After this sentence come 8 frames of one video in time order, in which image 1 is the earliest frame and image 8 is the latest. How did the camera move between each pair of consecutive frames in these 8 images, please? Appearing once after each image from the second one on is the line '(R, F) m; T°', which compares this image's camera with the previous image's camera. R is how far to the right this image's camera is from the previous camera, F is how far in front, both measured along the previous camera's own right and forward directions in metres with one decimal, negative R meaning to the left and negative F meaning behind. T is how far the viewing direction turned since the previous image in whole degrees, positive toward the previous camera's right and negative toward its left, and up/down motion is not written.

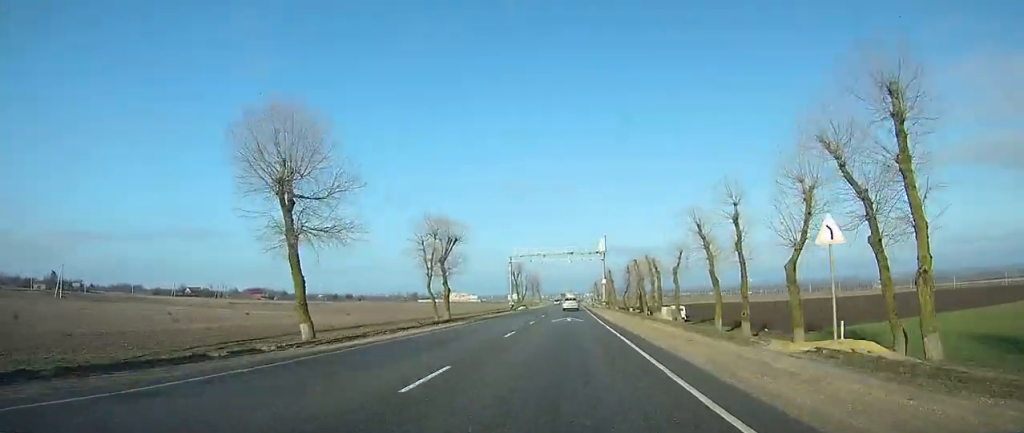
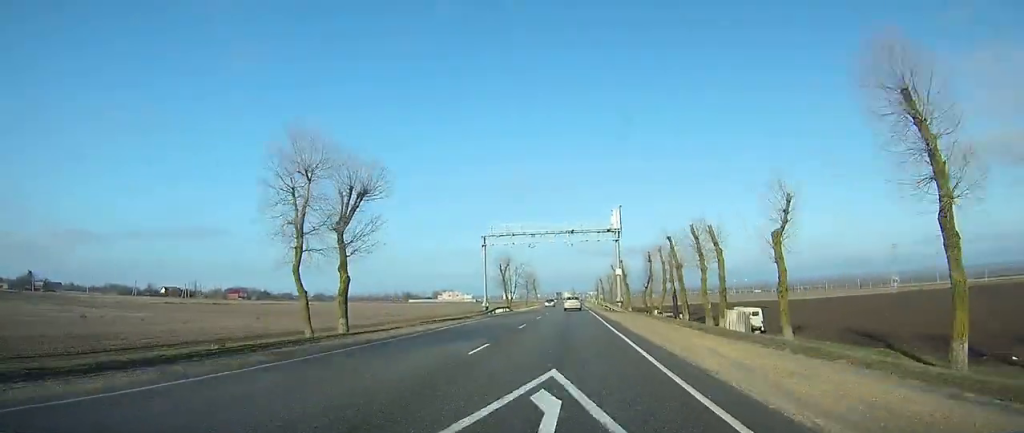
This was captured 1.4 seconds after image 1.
(0.0, +30.7) m; 0°
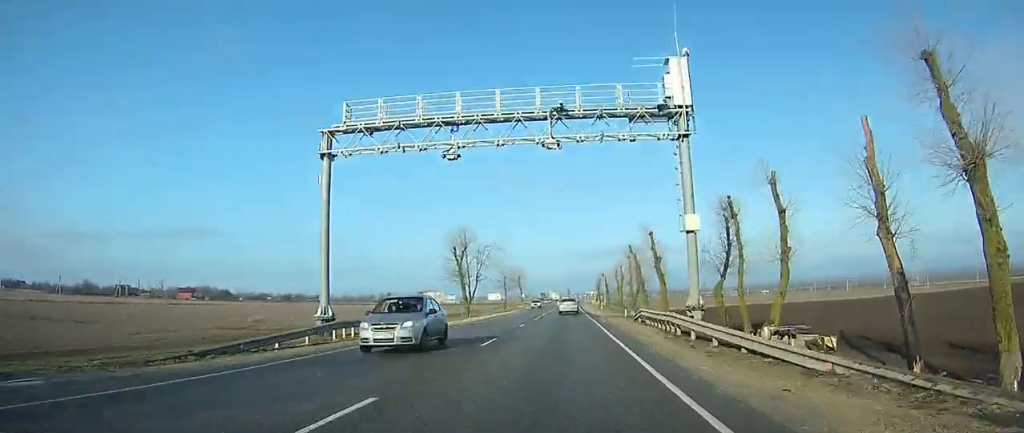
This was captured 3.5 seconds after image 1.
(-0.1, +44.4) m; 0°
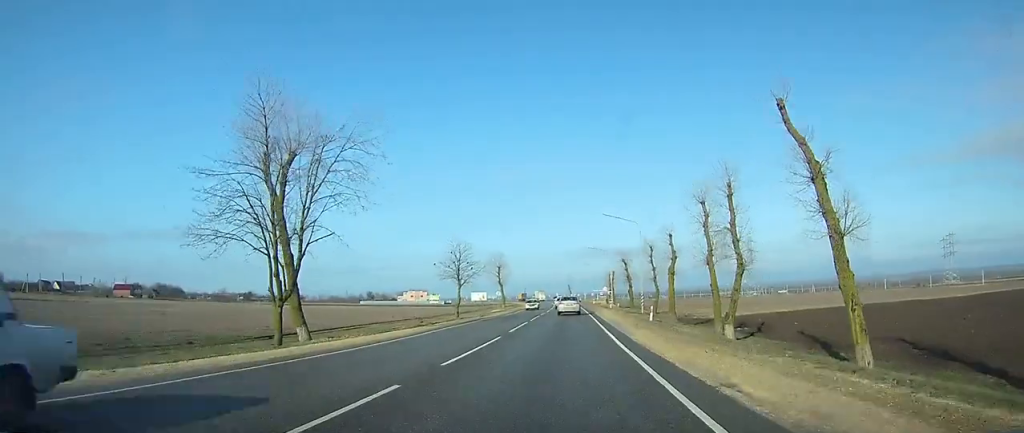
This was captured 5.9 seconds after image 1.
(0.0, +51.1) m; 0°
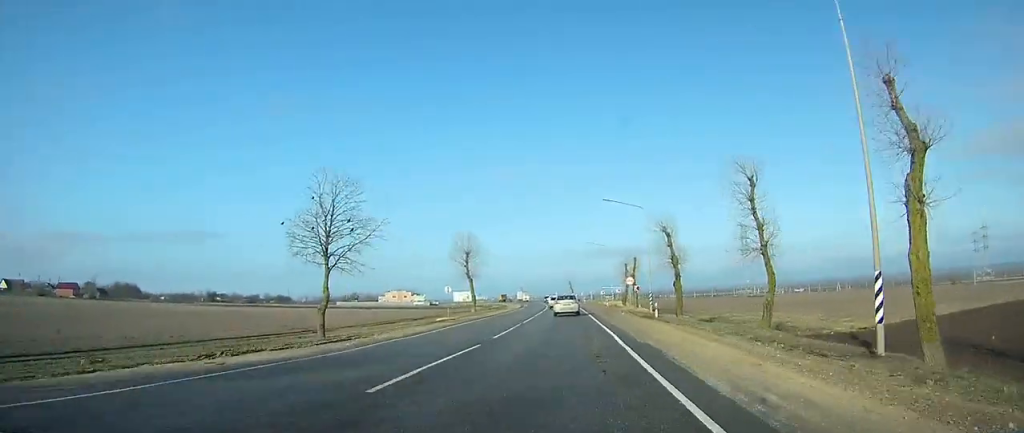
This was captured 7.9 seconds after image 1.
(0.0, +38.0) m; -1°
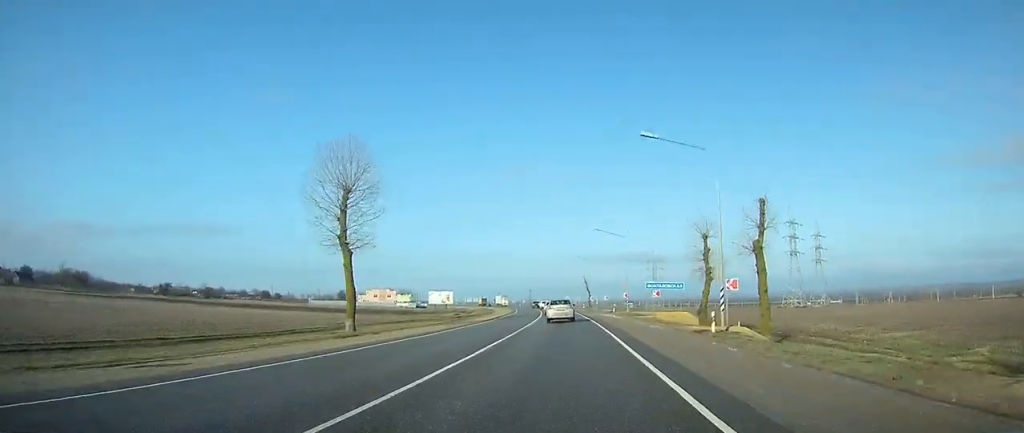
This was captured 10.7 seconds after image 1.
(-0.6, +52.5) m; -2°
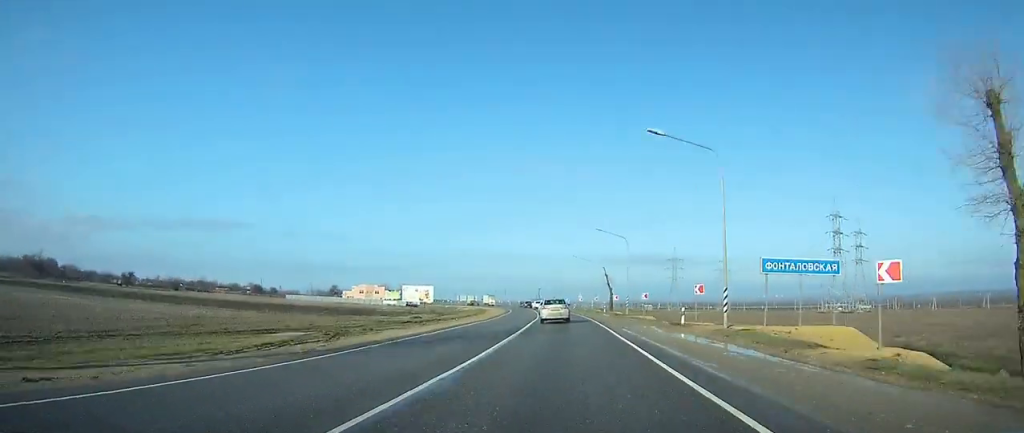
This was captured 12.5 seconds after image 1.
(-0.6, +33.7) m; -1°
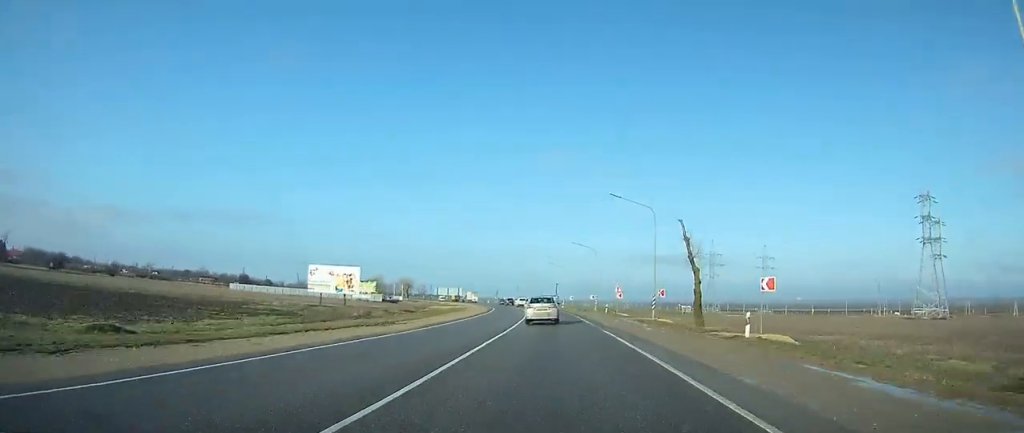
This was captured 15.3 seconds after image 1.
(-1.1, +49.6) m; -3°
